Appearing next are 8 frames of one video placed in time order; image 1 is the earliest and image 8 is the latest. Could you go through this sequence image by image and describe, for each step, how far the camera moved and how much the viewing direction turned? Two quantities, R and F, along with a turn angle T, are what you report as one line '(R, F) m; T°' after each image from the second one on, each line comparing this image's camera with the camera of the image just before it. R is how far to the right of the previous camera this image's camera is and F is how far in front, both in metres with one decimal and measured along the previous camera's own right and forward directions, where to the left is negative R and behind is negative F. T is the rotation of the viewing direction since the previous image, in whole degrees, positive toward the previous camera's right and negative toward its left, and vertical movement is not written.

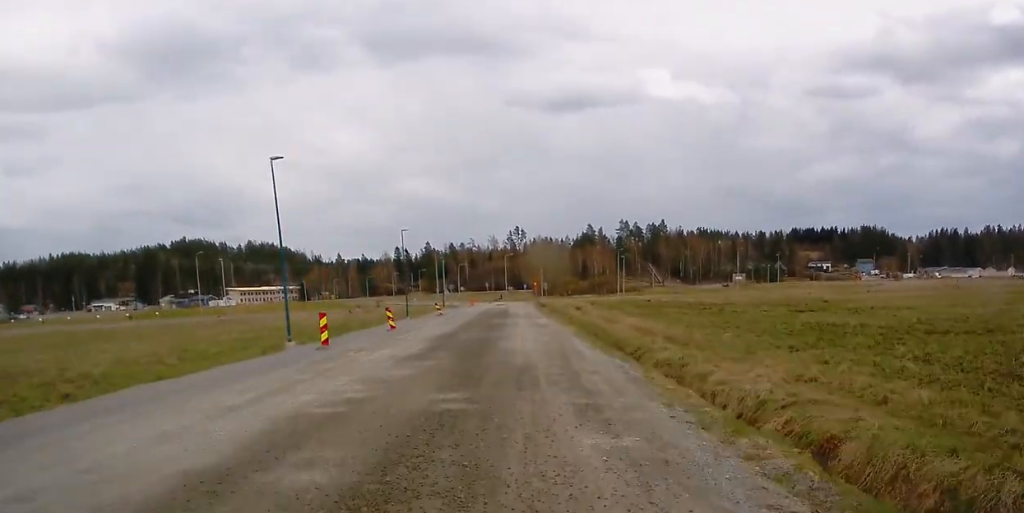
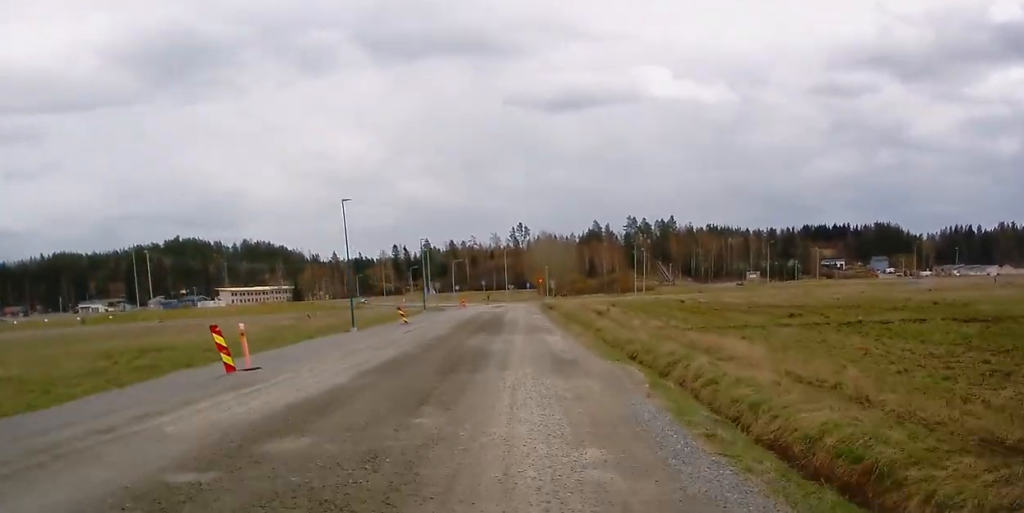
(-0.2, +18.7) m; 0°
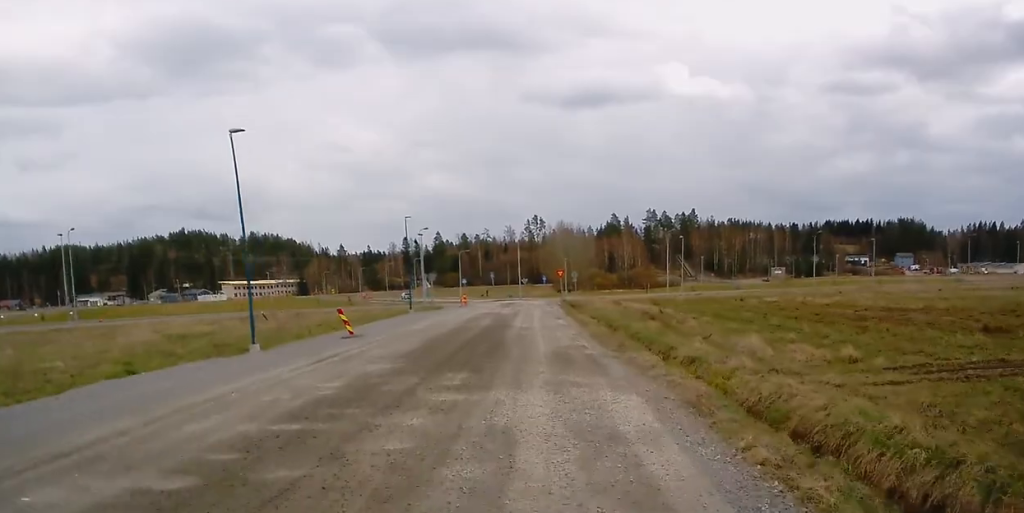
(+0.1, +16.8) m; -1°
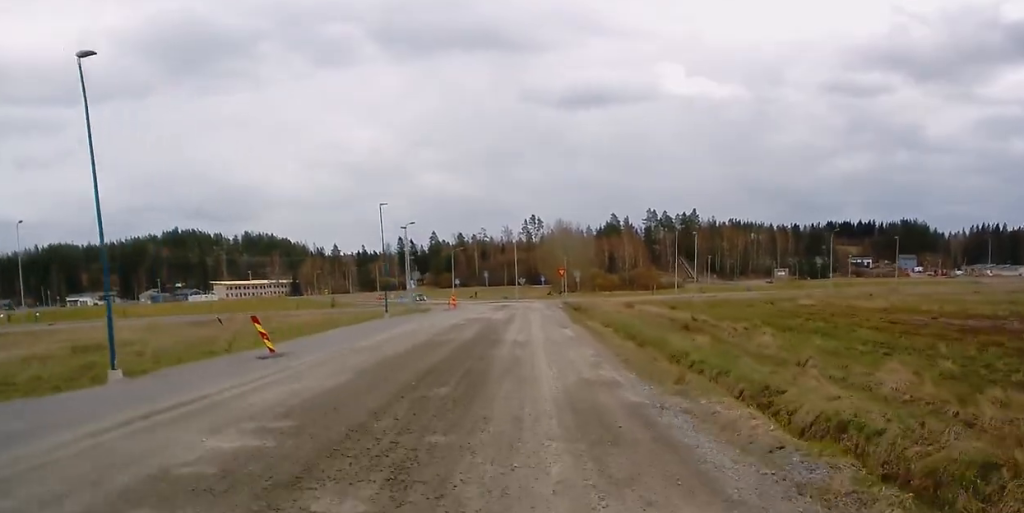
(0.0, +8.8) m; -2°
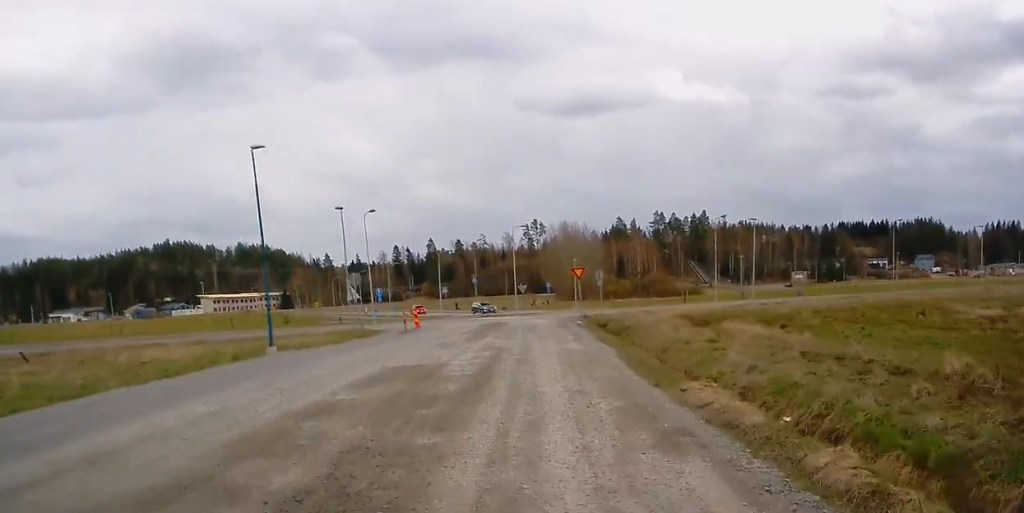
(0.0, +21.6) m; +2°
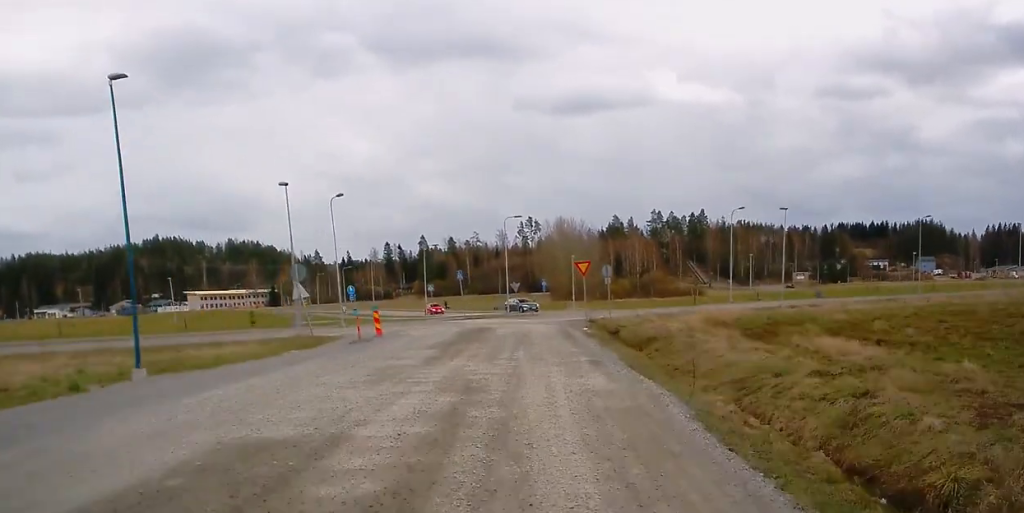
(+0.1, +8.0) m; 0°
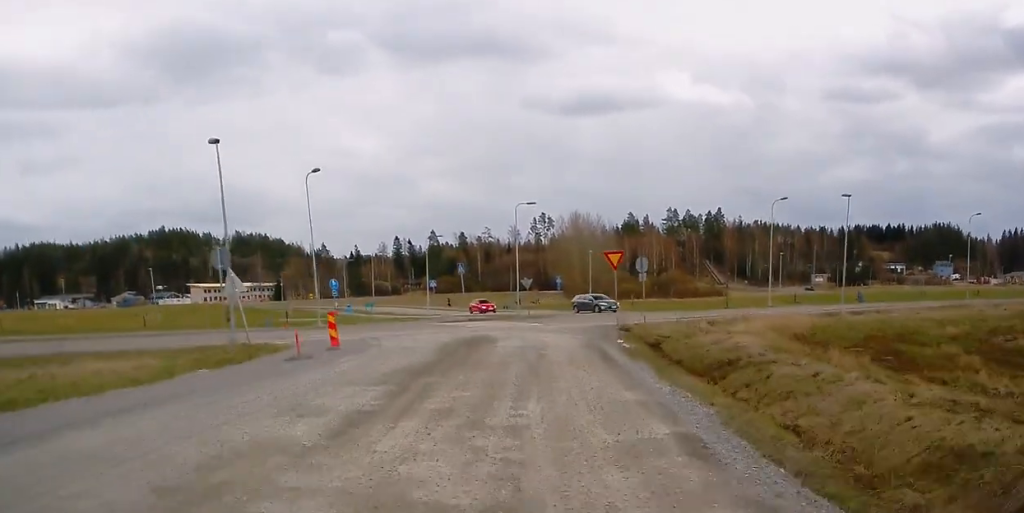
(0.0, +7.7) m; -1°
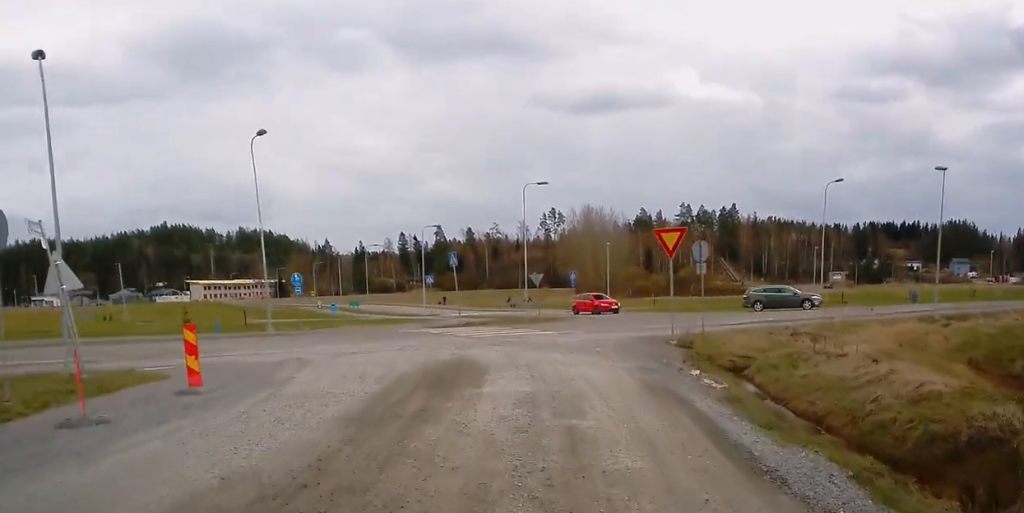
(-0.1, +9.0) m; -1°
